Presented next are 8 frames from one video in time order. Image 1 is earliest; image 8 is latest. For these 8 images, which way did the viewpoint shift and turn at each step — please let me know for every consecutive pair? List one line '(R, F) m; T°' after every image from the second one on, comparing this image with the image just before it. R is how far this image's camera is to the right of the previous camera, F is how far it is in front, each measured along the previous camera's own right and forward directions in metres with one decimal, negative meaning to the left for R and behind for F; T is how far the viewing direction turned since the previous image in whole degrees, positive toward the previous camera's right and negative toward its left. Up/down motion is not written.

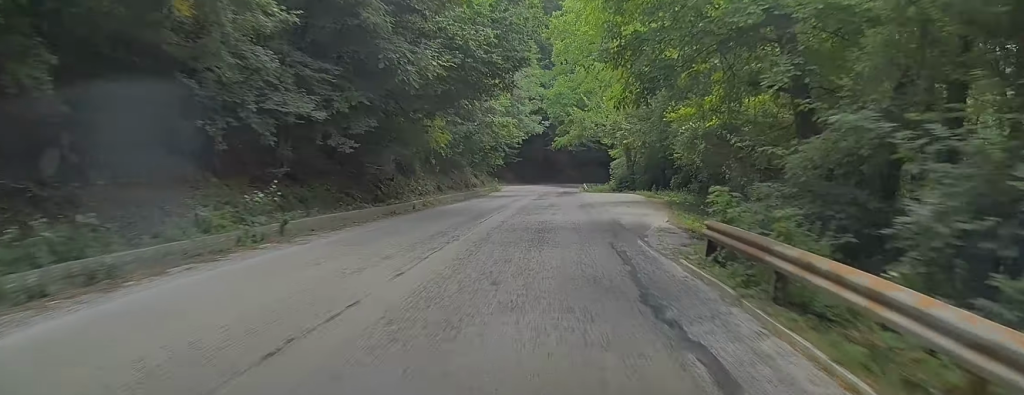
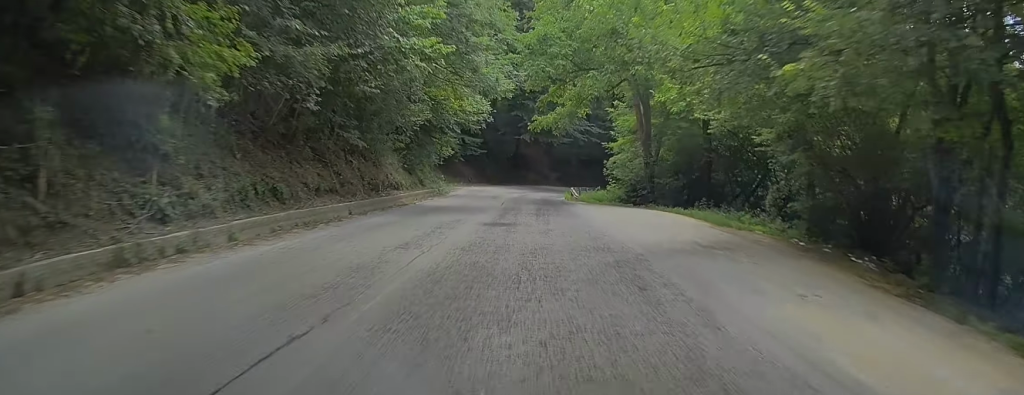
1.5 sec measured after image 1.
(+0.3, +21.6) m; +2°
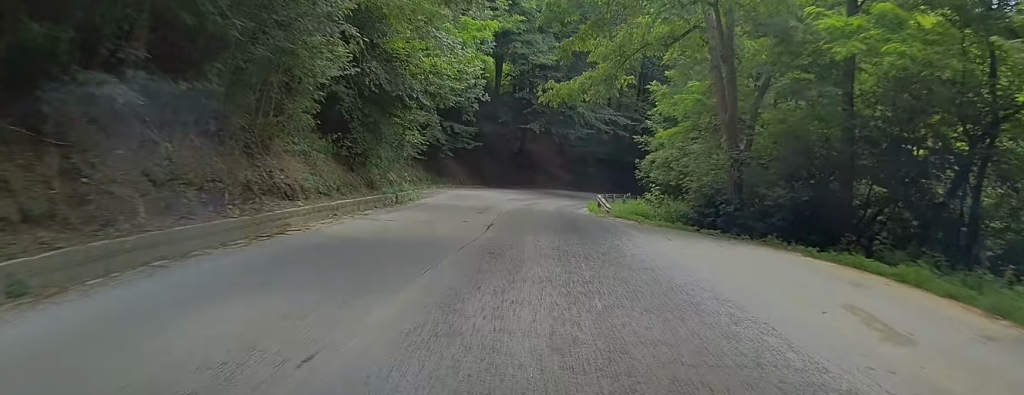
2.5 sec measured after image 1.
(+0.2, +14.8) m; +1°
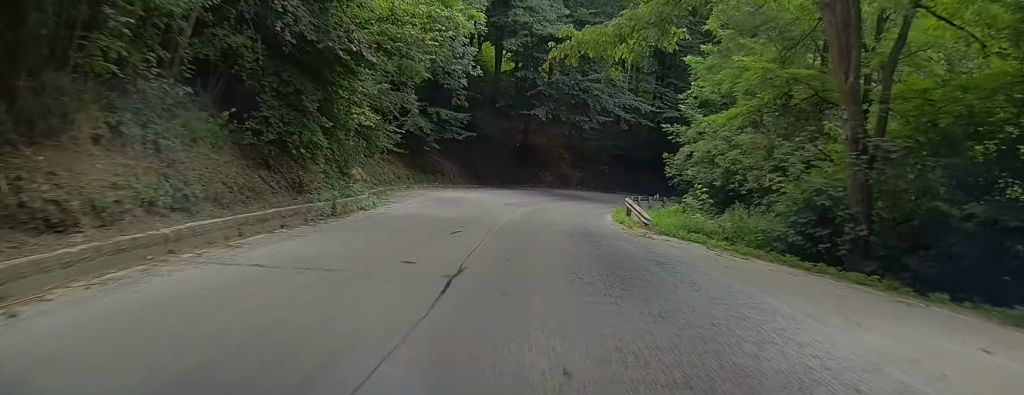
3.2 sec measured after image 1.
(+0.1, +9.1) m; +1°
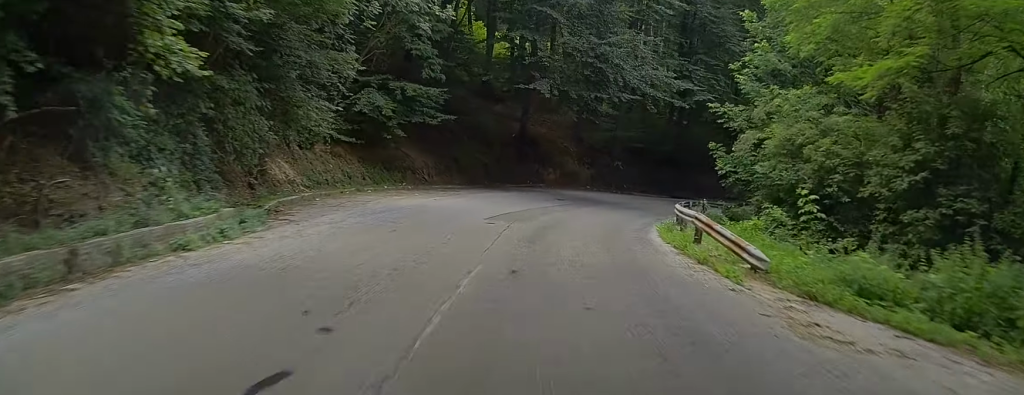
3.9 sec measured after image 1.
(0.0, +10.8) m; +2°
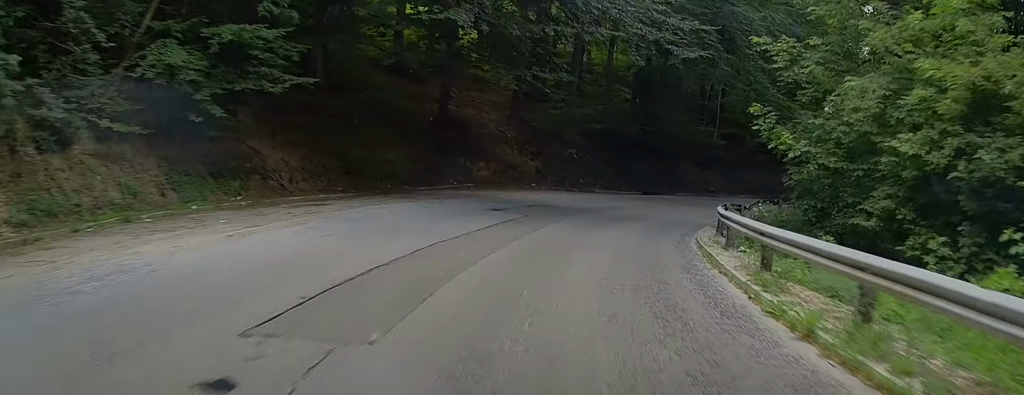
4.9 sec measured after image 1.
(+0.5, +12.8) m; +5°
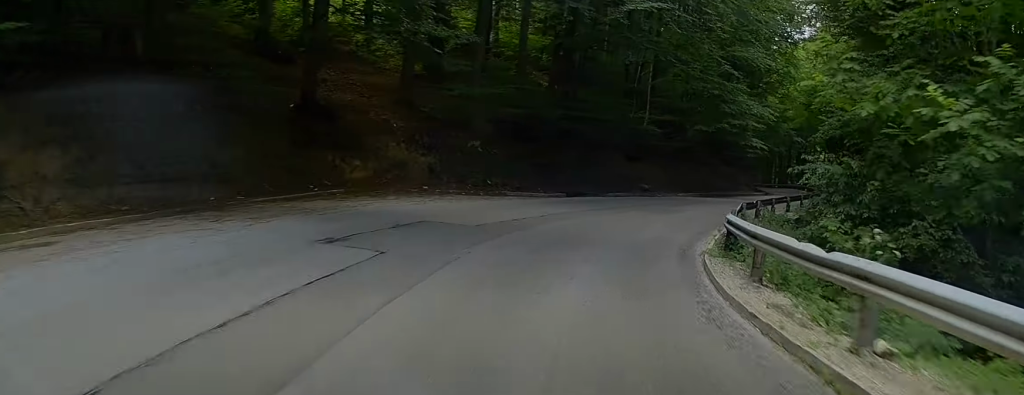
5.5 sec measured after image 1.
(+0.3, +8.5) m; +4°
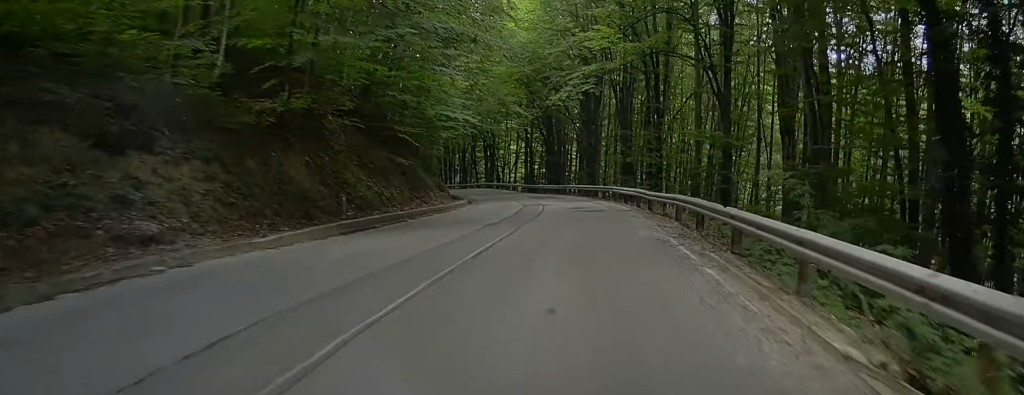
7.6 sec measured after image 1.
(+3.7, +26.5) m; +16°
